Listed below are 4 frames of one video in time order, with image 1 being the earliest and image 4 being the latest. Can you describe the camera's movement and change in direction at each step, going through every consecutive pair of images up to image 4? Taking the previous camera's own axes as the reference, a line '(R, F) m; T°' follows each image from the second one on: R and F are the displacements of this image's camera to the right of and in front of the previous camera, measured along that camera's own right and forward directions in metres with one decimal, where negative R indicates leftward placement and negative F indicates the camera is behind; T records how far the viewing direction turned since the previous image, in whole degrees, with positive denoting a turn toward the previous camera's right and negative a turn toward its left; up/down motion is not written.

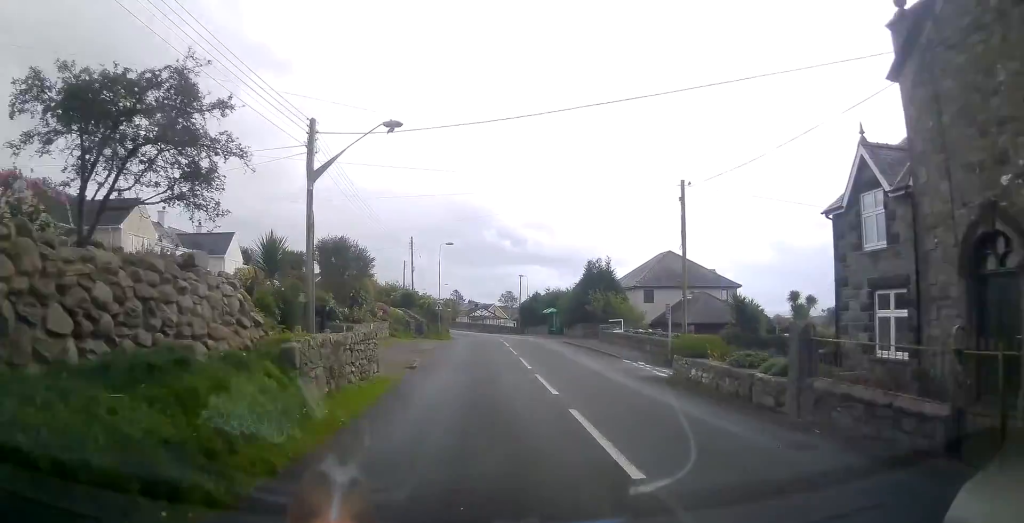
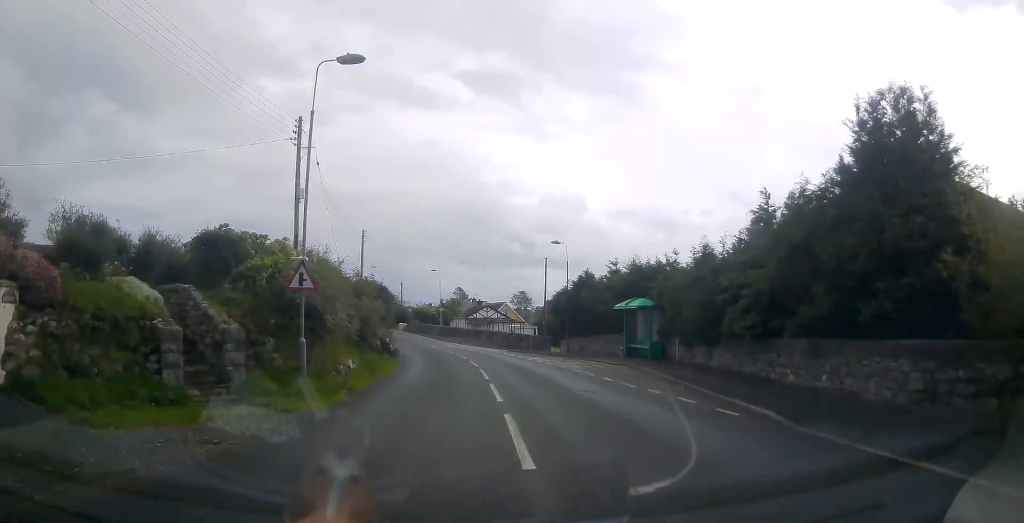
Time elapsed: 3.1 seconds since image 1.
(+0.2, +34.7) m; -1°
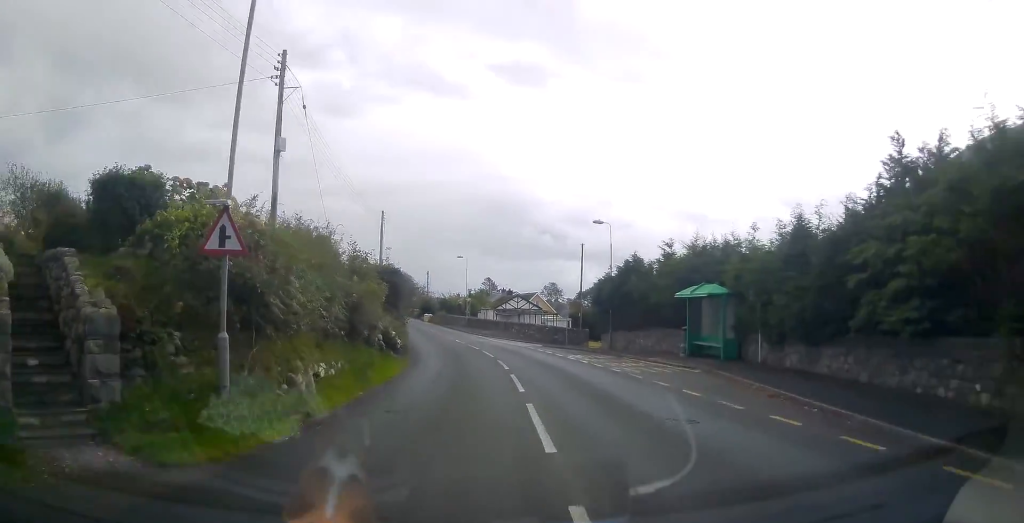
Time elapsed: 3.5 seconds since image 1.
(0.0, +5.3) m; -1°
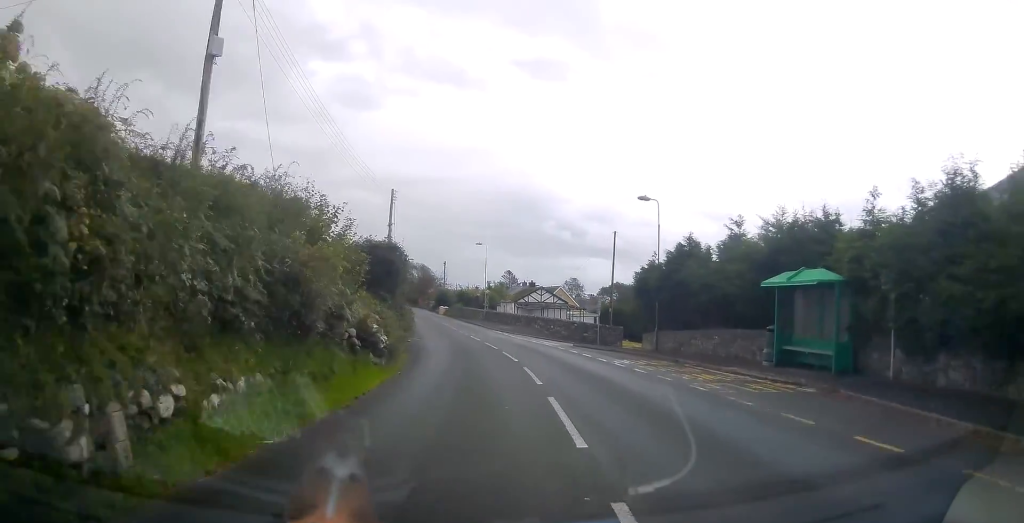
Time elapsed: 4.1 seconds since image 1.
(0.0, +6.0) m; -1°
